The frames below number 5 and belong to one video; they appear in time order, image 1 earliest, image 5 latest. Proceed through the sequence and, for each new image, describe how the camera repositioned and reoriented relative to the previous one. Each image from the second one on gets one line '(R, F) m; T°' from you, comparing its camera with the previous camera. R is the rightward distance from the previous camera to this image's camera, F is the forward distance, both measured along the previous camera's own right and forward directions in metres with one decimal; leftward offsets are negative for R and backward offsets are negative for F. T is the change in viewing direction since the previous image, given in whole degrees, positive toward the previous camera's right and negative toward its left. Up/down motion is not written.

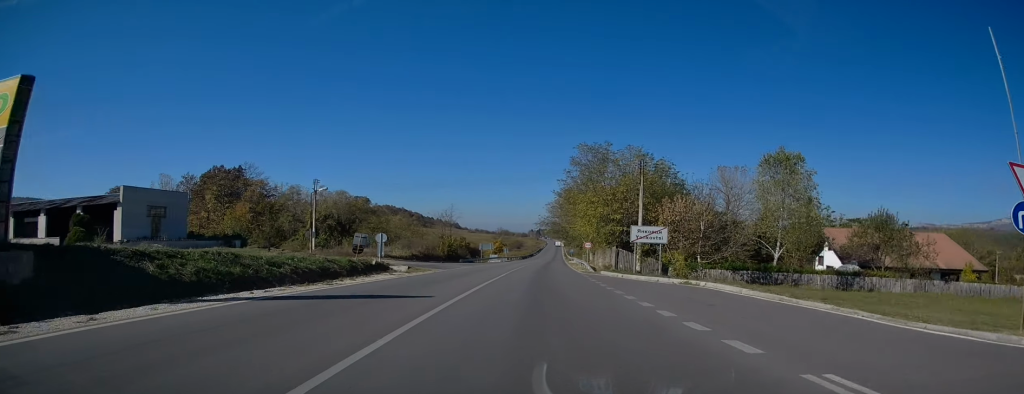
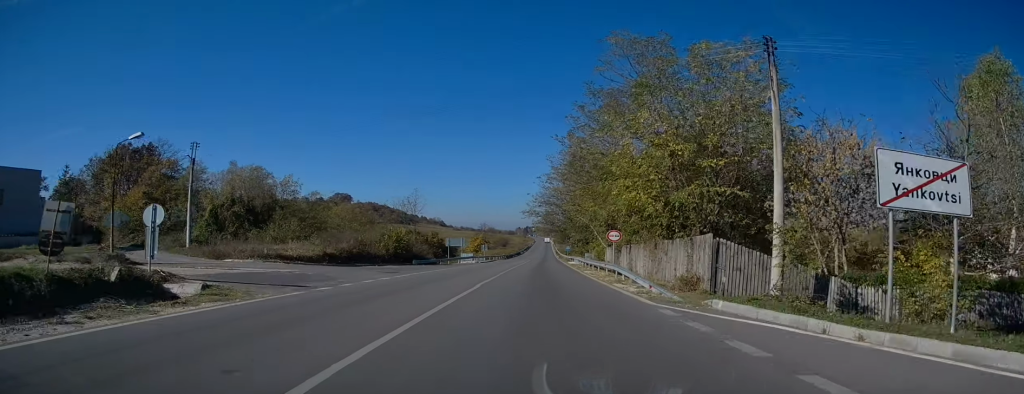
(+0.4, +22.1) m; +2°
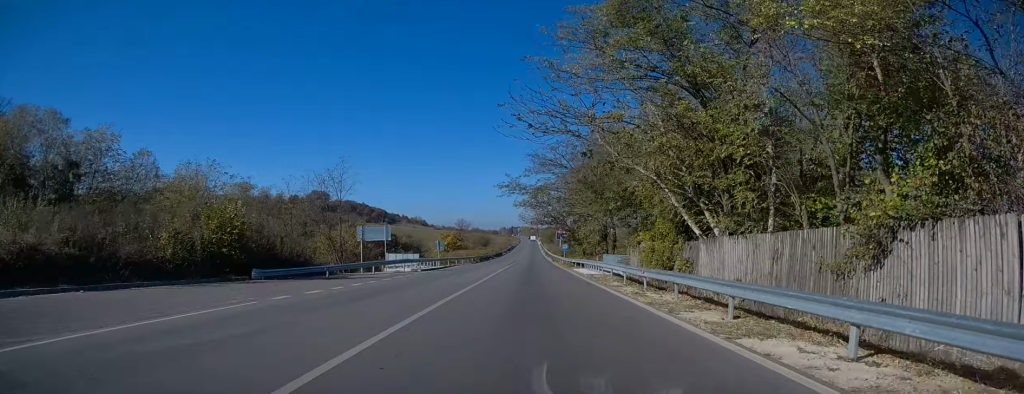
(0.0, +26.8) m; +1°
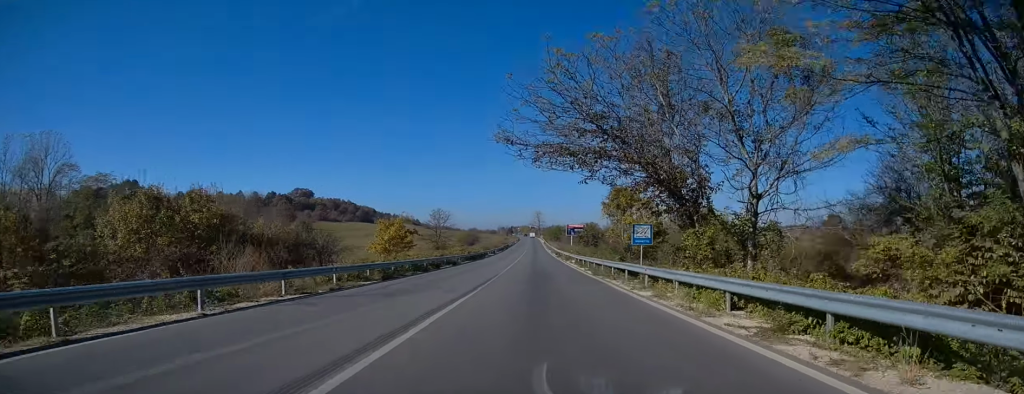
(+0.9, +45.8) m; +1°
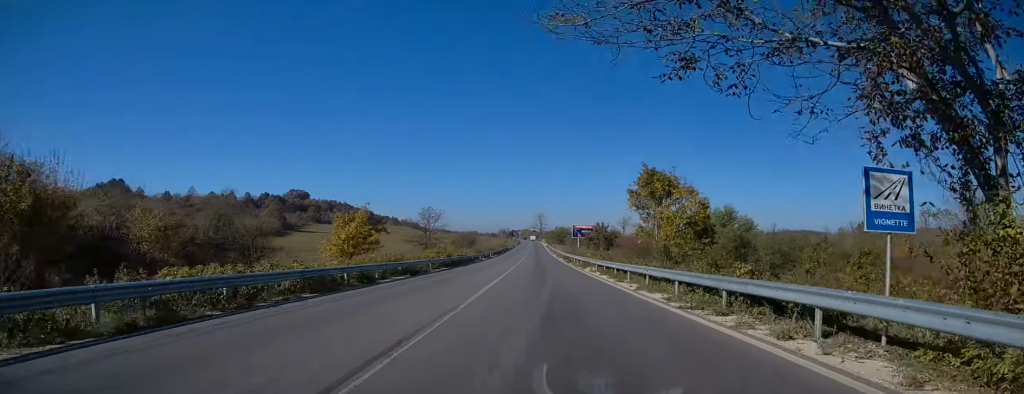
(-0.1, +14.8) m; 0°
